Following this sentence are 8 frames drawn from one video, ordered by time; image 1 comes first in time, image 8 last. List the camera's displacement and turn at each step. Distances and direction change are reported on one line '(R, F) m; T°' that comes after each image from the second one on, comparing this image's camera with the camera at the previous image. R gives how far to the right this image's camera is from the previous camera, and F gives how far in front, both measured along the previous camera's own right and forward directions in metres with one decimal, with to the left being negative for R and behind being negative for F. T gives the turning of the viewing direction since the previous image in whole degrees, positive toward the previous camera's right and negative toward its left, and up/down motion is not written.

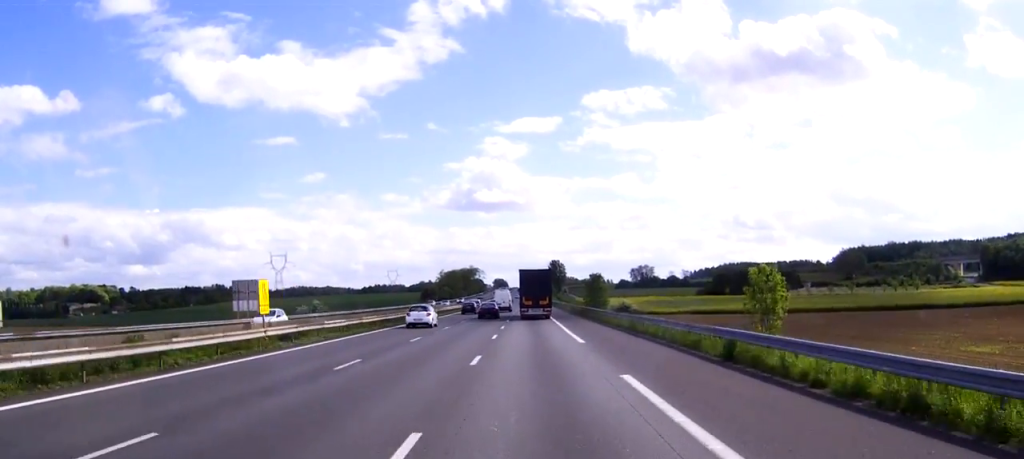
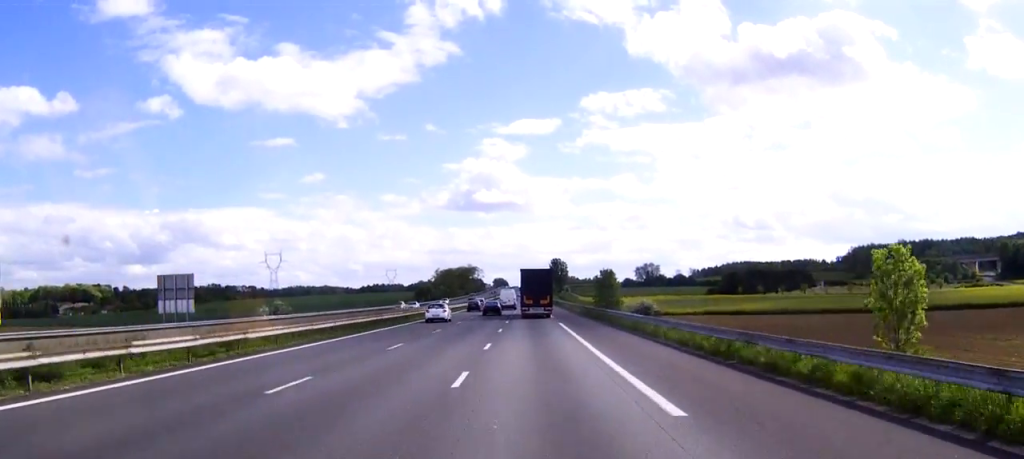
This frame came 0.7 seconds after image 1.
(0.0, +18.3) m; 0°
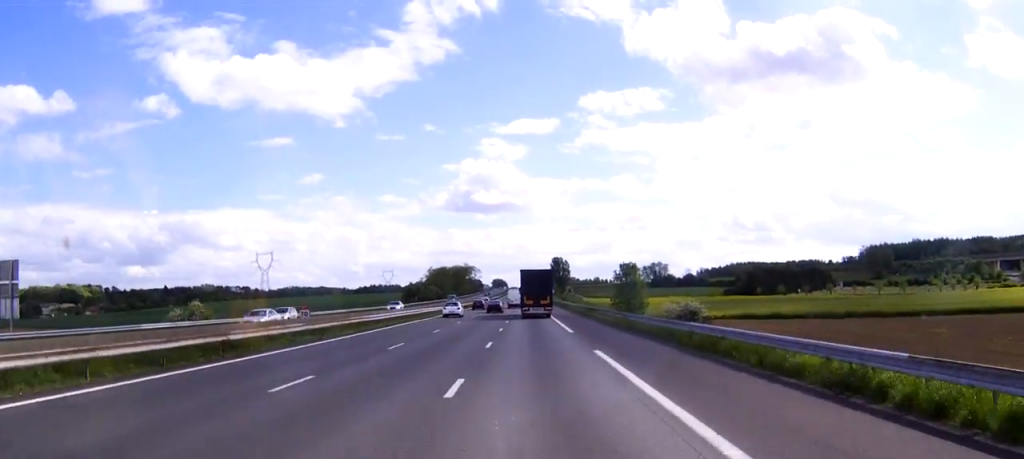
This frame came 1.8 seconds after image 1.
(-0.1, +25.8) m; 0°
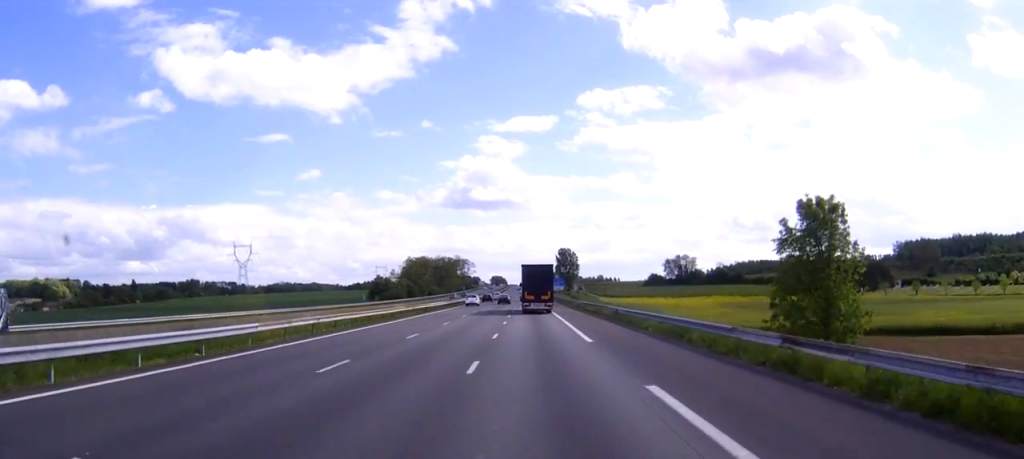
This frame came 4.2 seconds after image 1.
(+0.1, +61.7) m; 0°
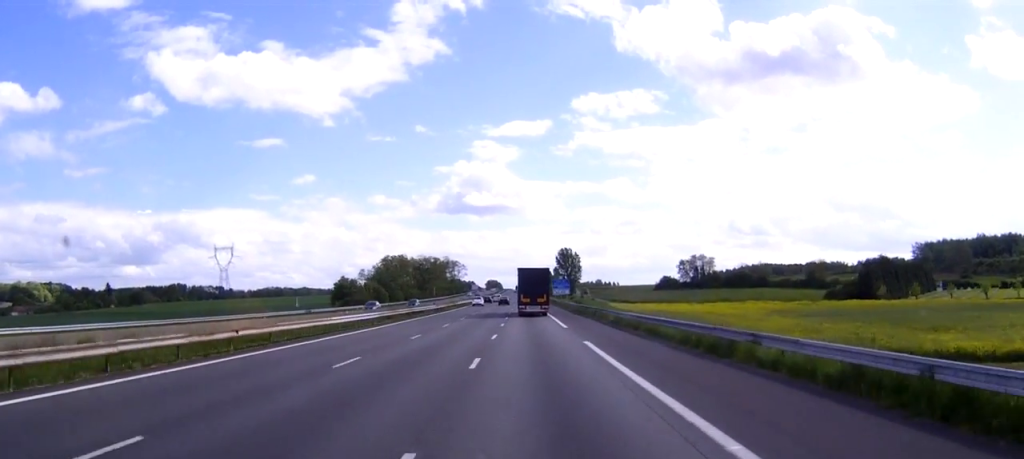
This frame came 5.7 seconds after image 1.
(+0.1, +37.6) m; 0°
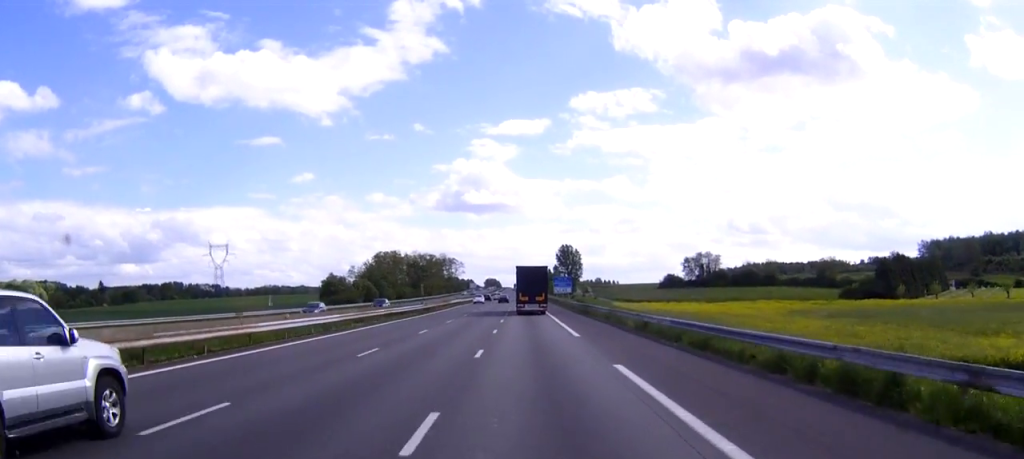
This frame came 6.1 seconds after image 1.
(0.0, +9.9) m; 0°
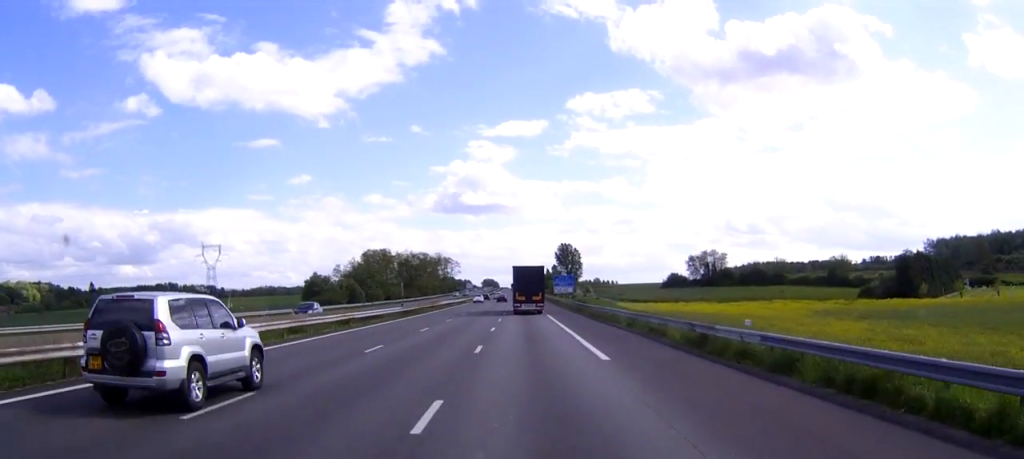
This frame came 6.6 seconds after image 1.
(0.0, +11.6) m; 0°
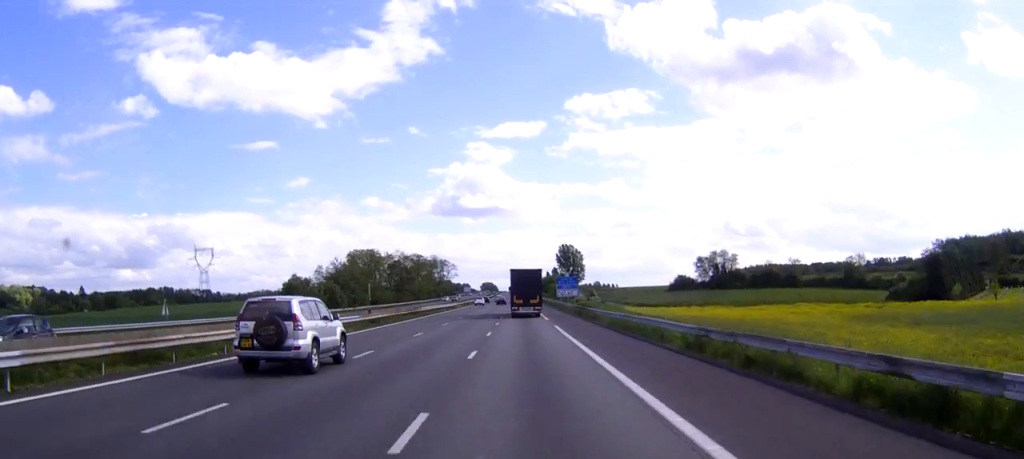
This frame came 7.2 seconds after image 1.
(0.0, +14.1) m; 0°
